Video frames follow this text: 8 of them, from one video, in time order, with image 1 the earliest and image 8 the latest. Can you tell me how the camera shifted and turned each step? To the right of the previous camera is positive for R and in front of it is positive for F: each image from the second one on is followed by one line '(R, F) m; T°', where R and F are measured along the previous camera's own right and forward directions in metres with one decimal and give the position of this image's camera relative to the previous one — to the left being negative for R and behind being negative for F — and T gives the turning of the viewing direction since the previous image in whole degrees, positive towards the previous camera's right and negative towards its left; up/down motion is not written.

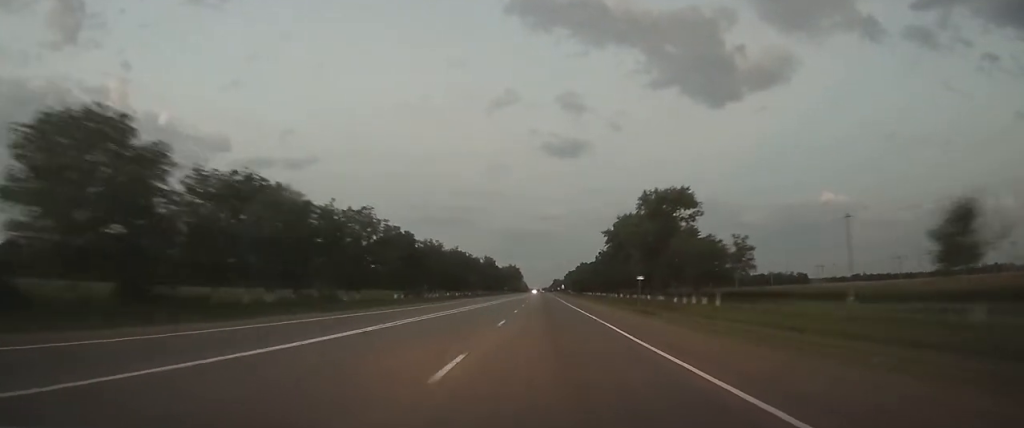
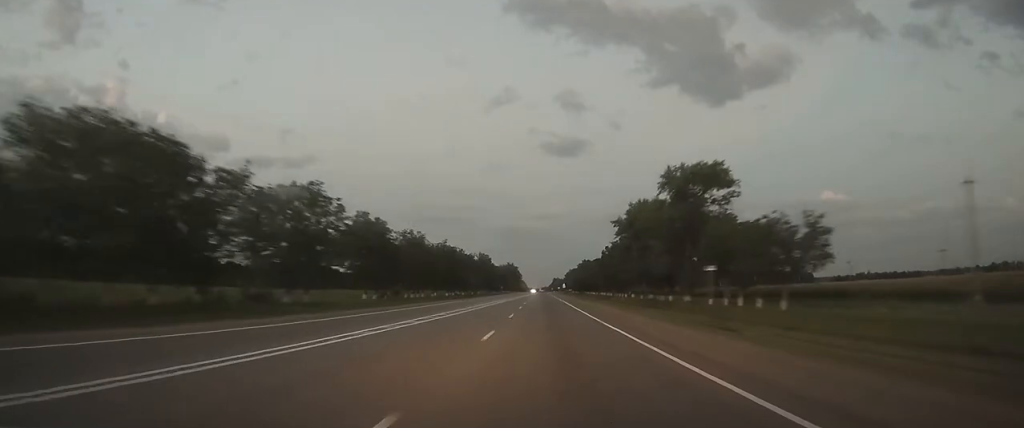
(0.0, +17.4) m; 0°
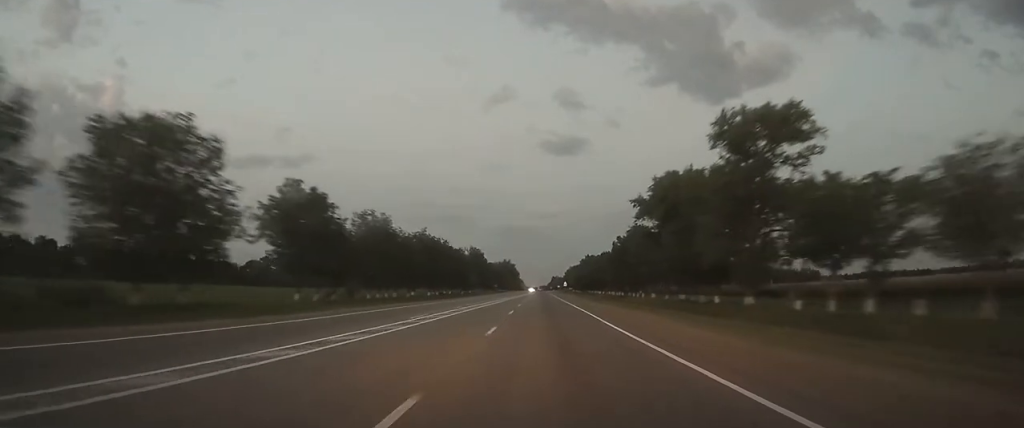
(0.0, +22.8) m; 0°
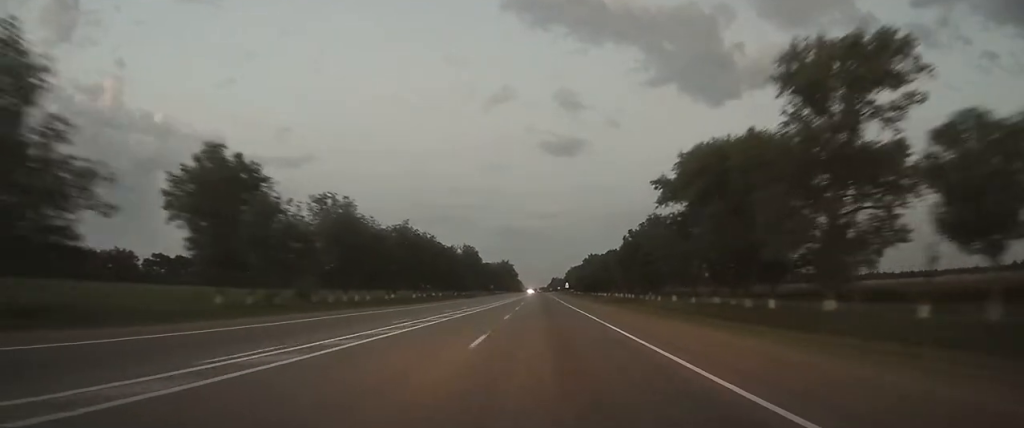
(0.0, +15.2) m; 0°
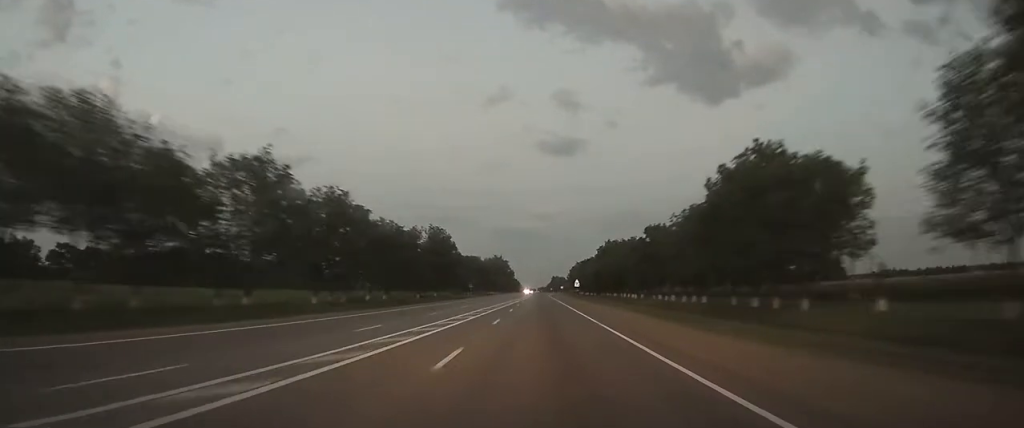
(0.0, +51.3) m; 0°
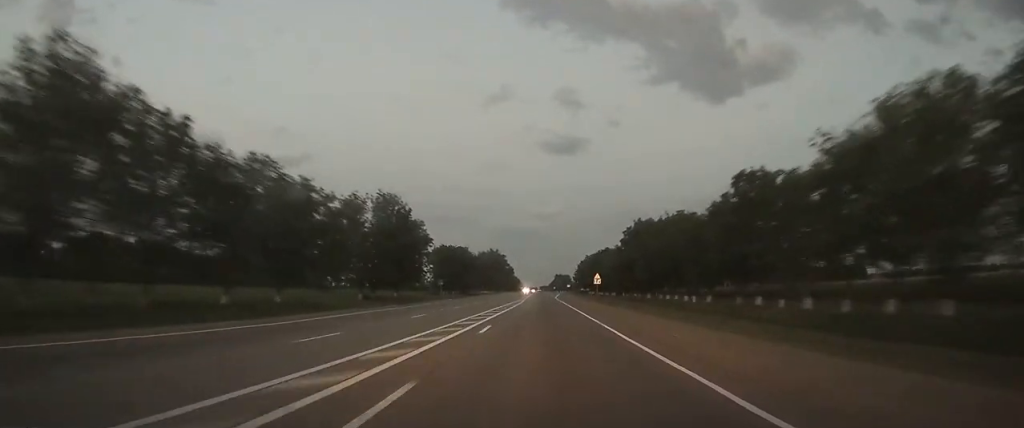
(0.0, +40.6) m; 0°
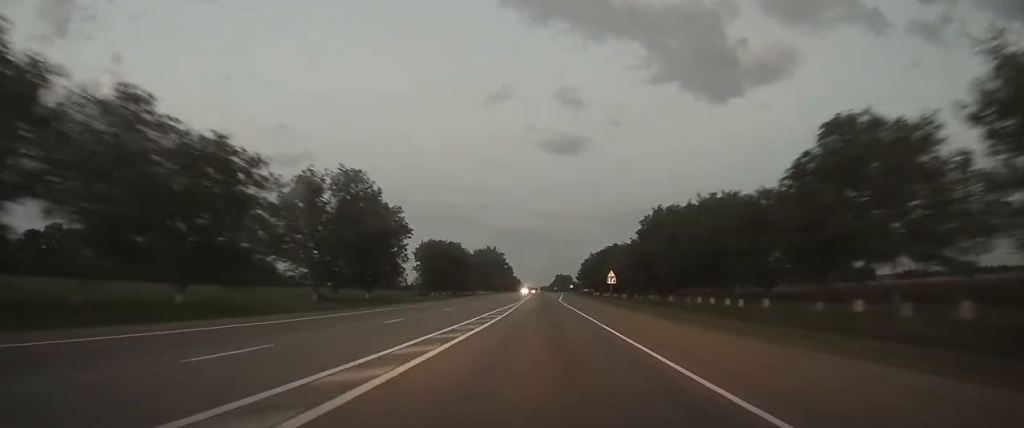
(0.0, +16.5) m; 0°
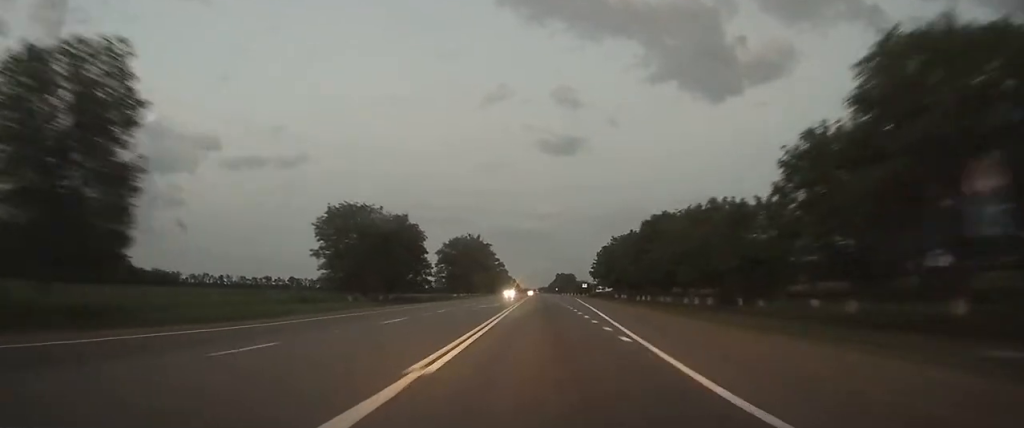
(-0.2, +59.7) m; 0°
